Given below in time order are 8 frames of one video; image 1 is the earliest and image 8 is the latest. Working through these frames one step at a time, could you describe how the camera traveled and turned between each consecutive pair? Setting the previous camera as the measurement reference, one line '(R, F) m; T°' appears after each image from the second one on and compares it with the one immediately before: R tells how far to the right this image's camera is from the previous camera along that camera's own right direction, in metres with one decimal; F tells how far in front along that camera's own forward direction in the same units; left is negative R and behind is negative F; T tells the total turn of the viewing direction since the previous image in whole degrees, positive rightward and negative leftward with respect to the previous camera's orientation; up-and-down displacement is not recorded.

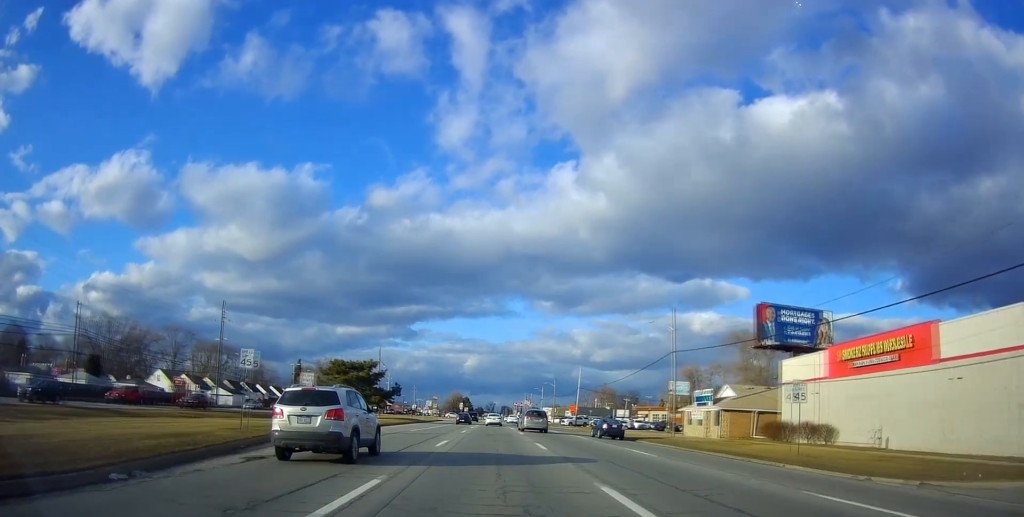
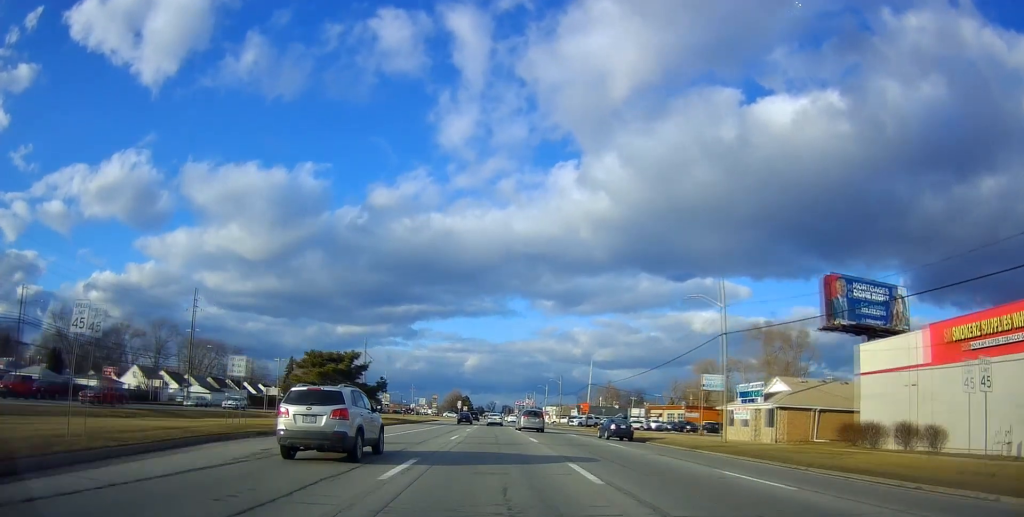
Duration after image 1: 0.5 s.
(+0.2, +10.6) m; 0°
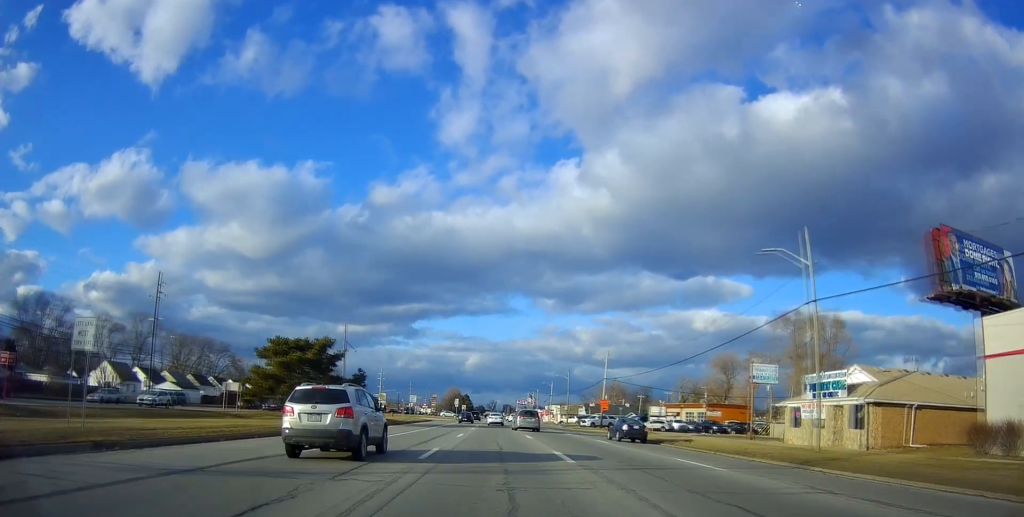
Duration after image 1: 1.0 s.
(-0.1, +11.3) m; 0°
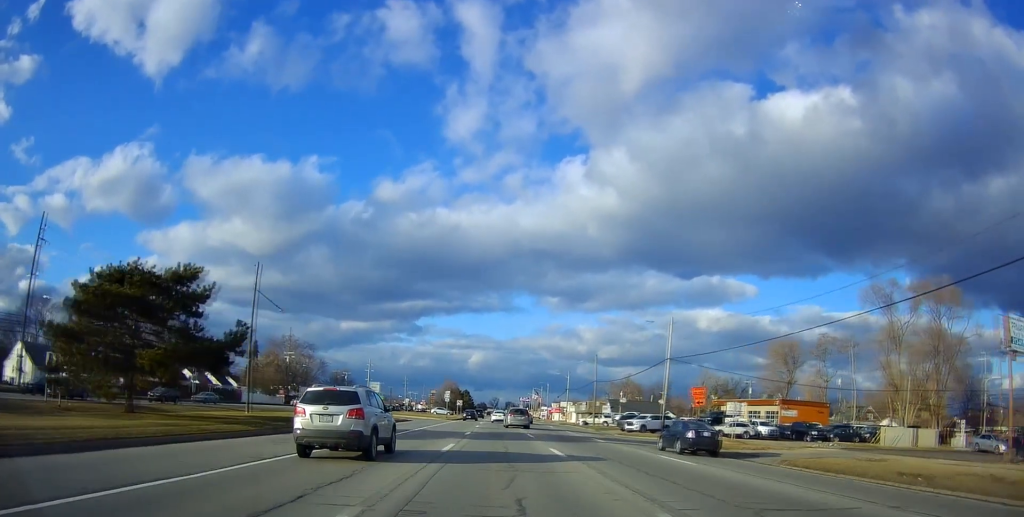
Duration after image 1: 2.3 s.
(0.0, +27.4) m; -1°
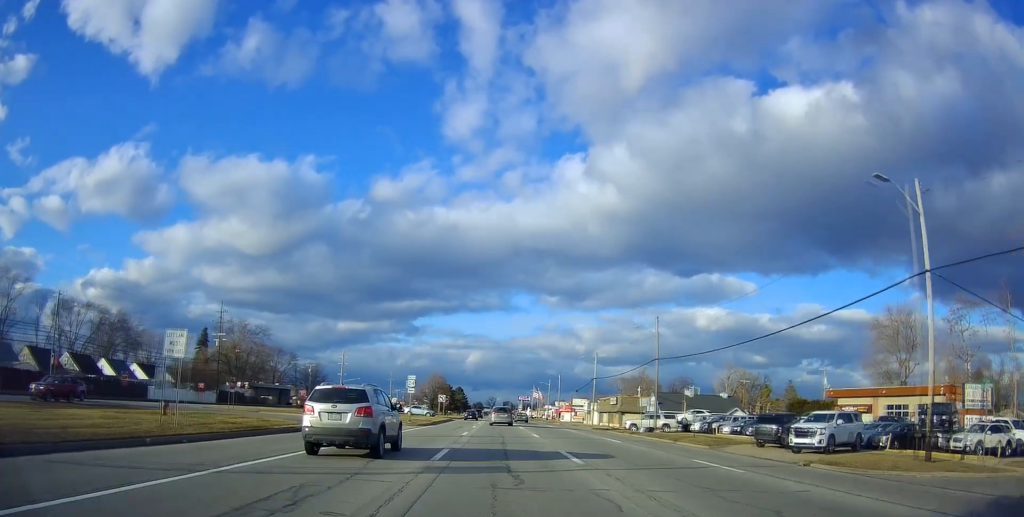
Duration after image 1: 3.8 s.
(-1.0, +34.0) m; -1°
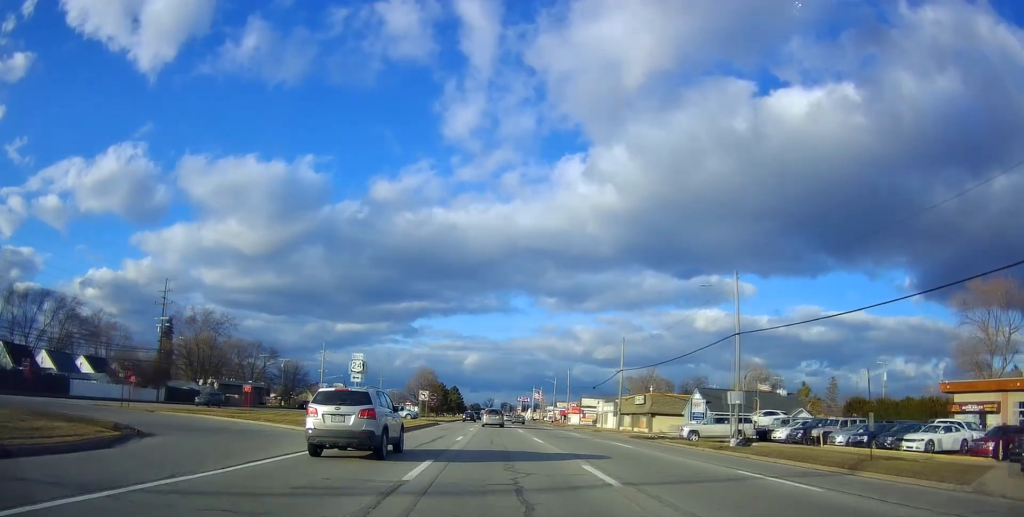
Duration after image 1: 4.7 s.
(+0.9, +18.8) m; +2°
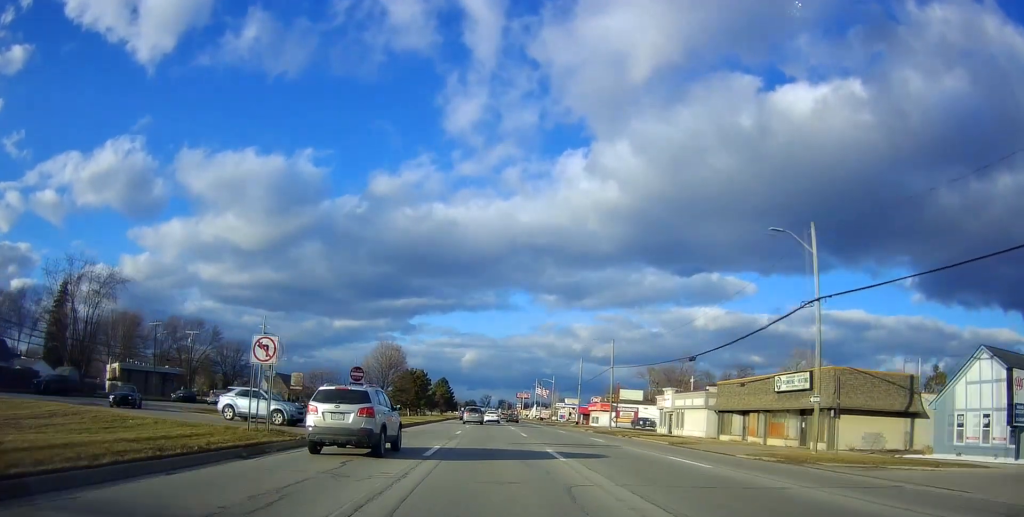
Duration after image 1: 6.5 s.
(-0.6, +42.5) m; 0°
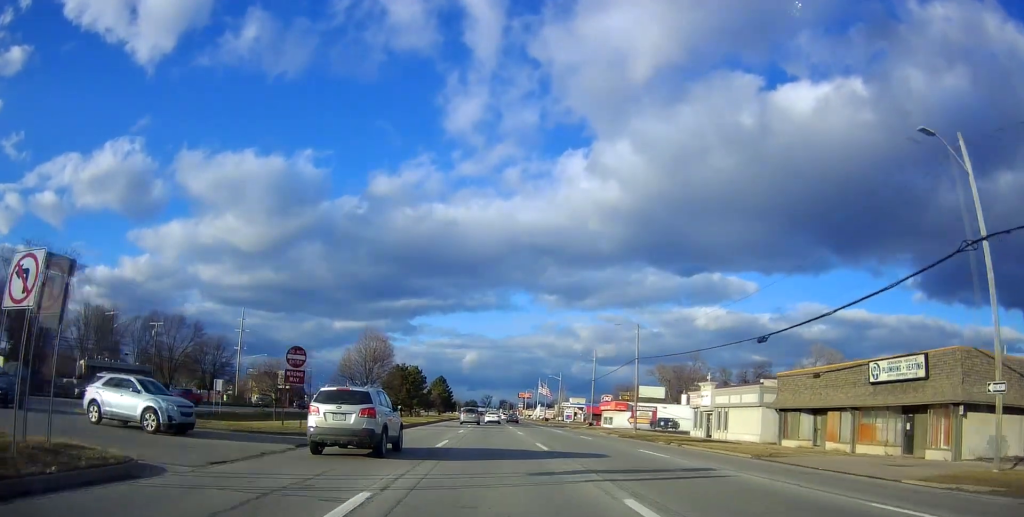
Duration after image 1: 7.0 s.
(+0.1, +11.4) m; 0°
